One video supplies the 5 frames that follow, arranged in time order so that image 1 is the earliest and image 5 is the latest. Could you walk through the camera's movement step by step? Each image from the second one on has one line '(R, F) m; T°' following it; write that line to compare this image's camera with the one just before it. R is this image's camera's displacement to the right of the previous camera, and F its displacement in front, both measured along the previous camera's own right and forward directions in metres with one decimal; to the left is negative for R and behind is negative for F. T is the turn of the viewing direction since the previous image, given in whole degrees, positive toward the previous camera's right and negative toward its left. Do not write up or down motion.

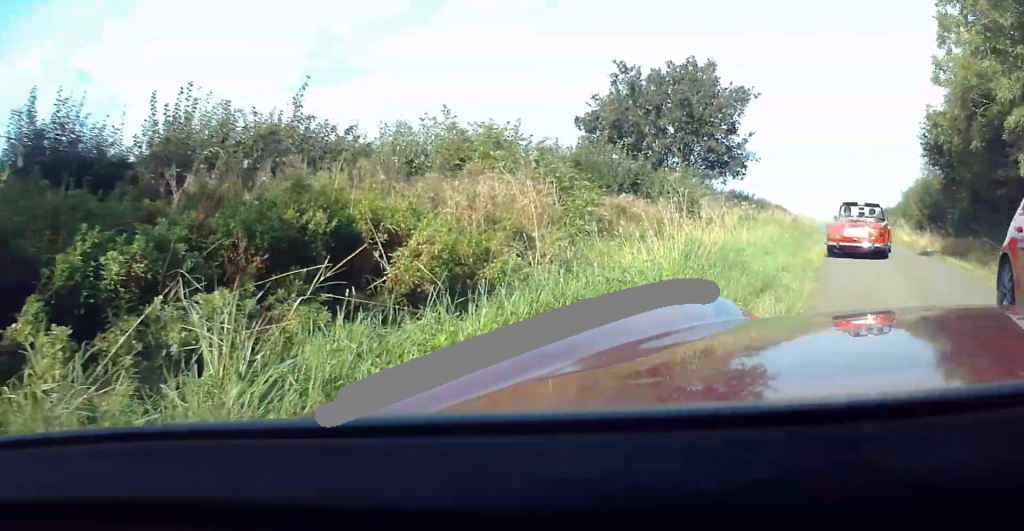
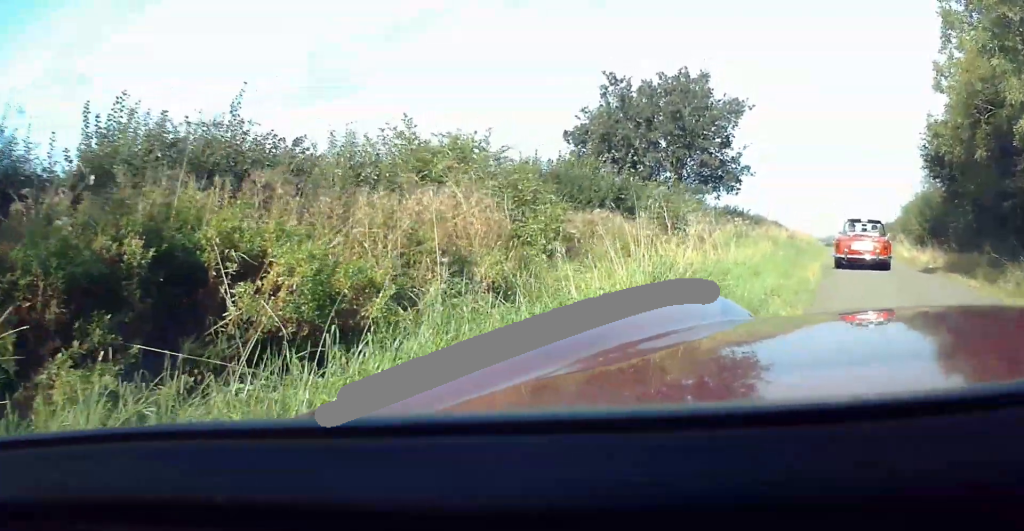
(0.0, +1.6) m; -1°
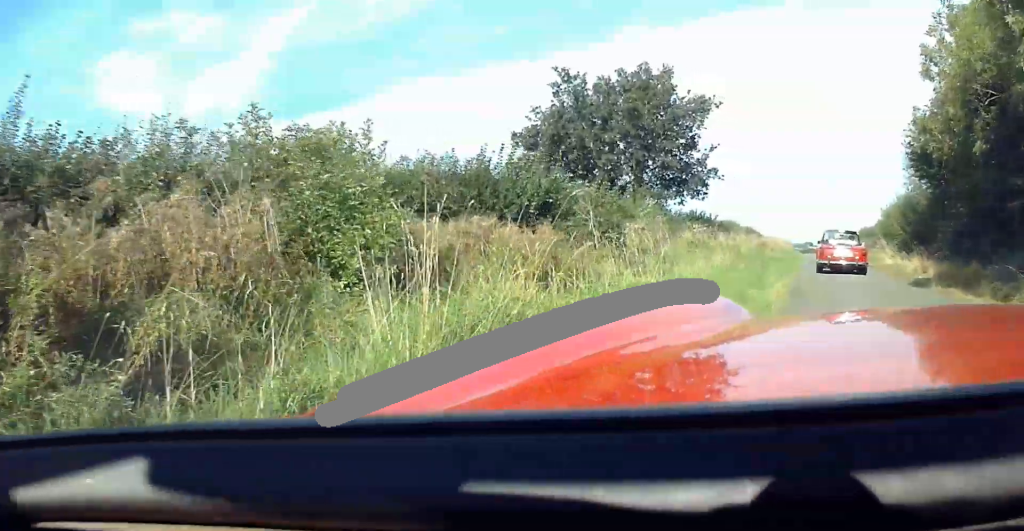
(-0.1, +2.6) m; -3°
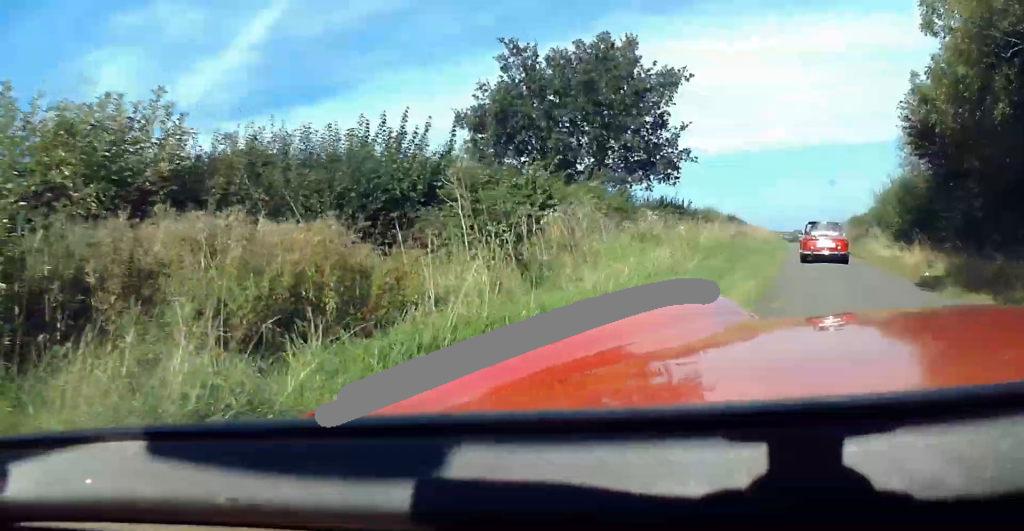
(-0.1, +2.6) m; 0°
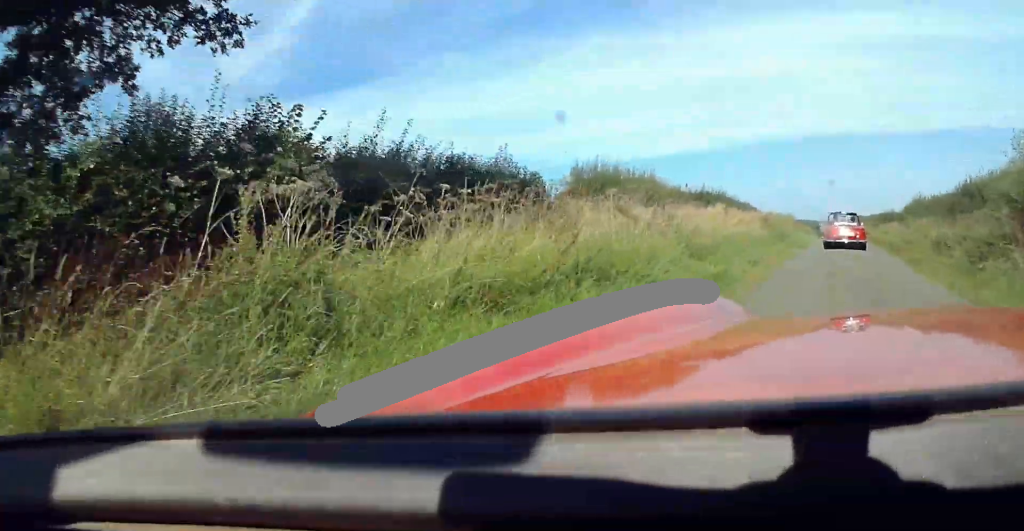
(+0.8, +22.7) m; +3°
